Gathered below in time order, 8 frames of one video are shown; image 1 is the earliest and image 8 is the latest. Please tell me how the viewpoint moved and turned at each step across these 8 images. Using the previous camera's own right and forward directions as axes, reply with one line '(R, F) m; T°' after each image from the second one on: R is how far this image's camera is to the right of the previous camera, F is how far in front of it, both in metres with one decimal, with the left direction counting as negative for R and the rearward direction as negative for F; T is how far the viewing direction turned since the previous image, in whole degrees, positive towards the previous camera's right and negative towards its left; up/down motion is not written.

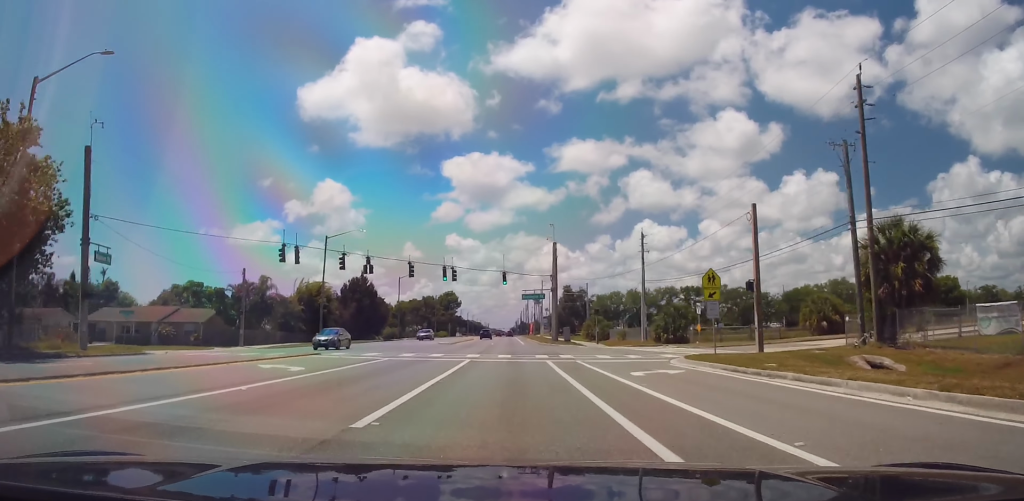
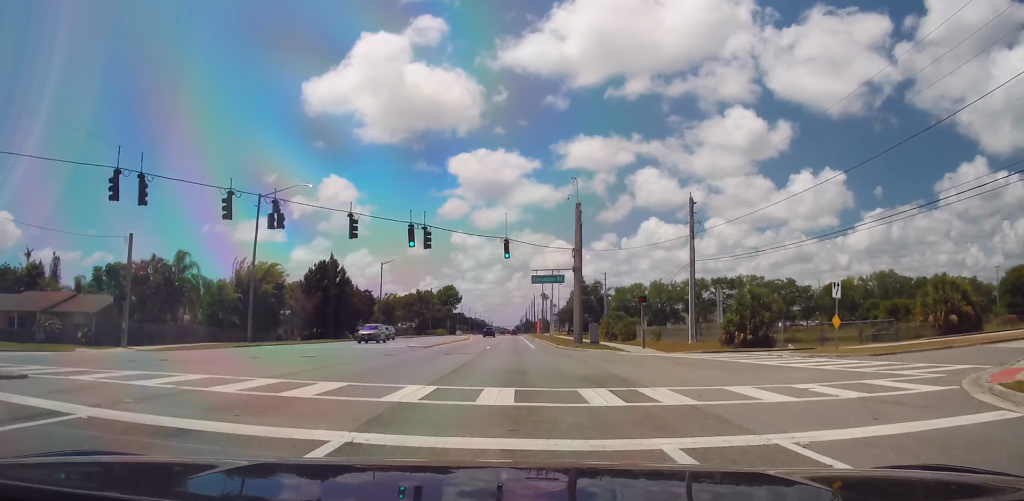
(0.0, +20.4) m; 0°
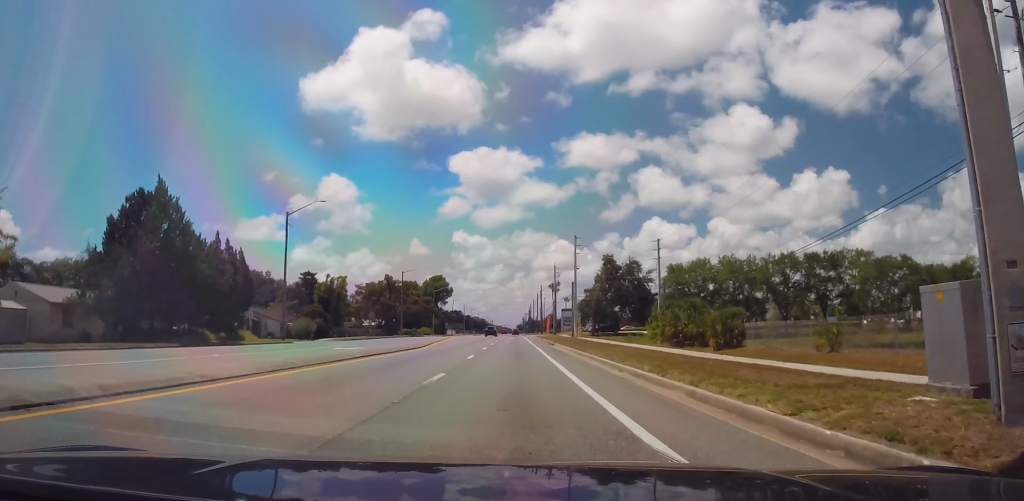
(0.0, +43.1) m; 0°
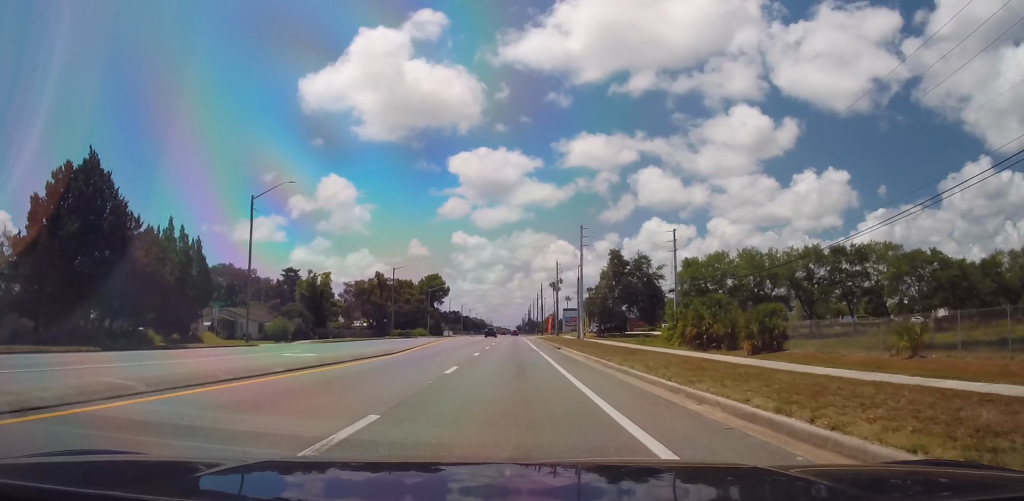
(0.0, +8.0) m; 0°
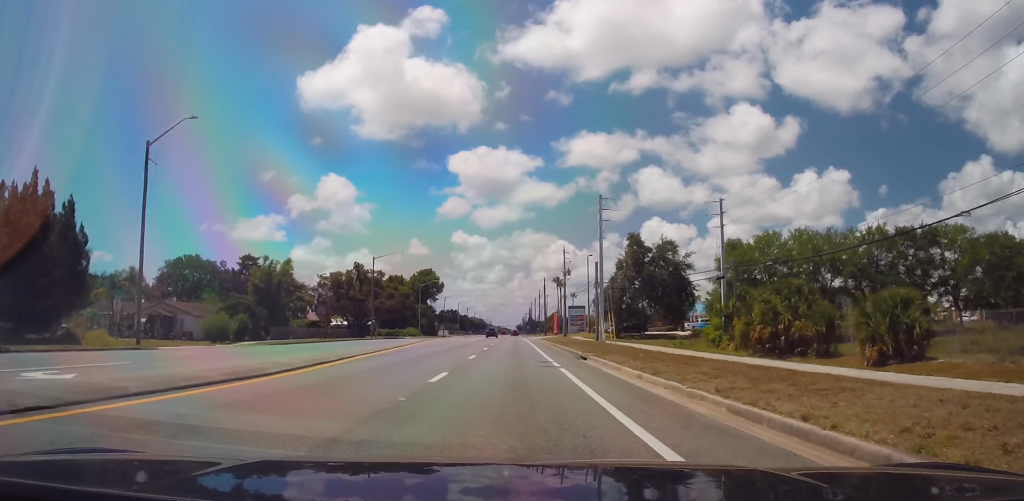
(0.0, +15.9) m; 0°
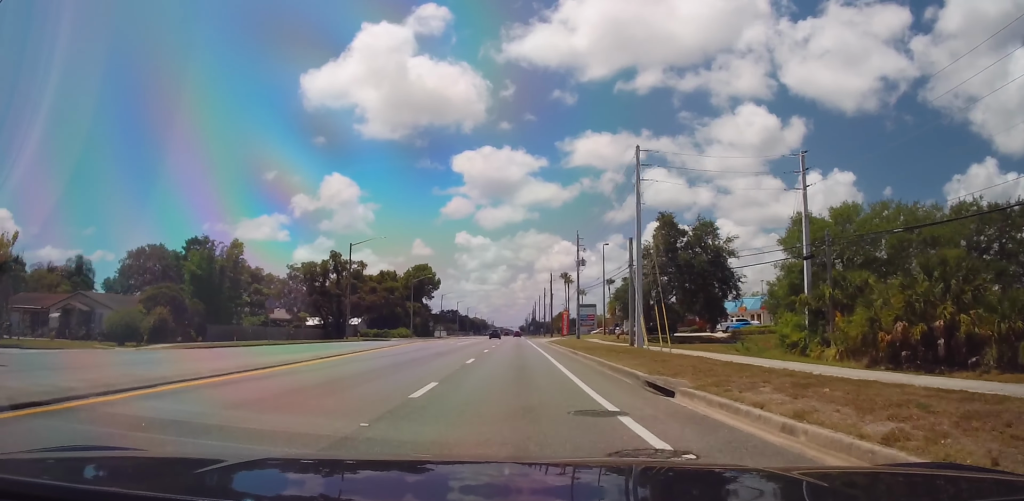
(0.0, +15.7) m; 0°
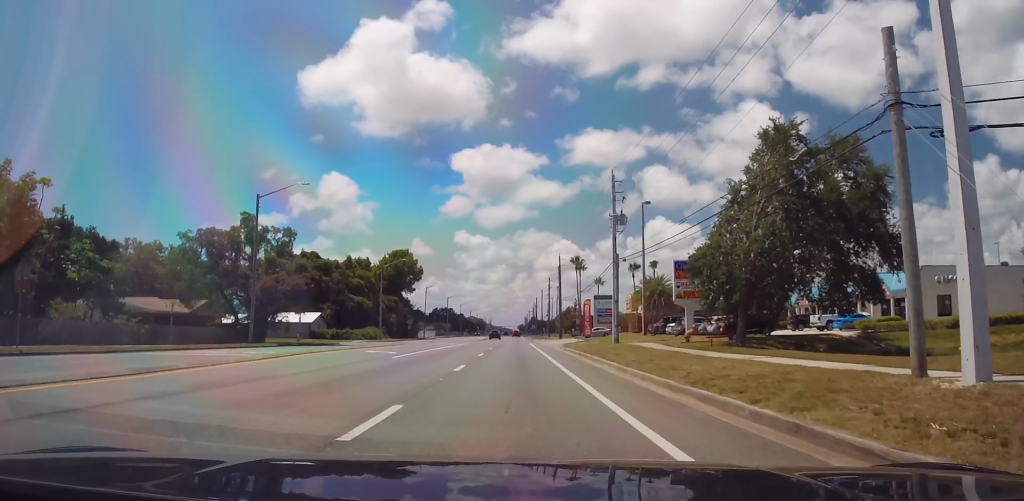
(0.0, +28.6) m; -1°
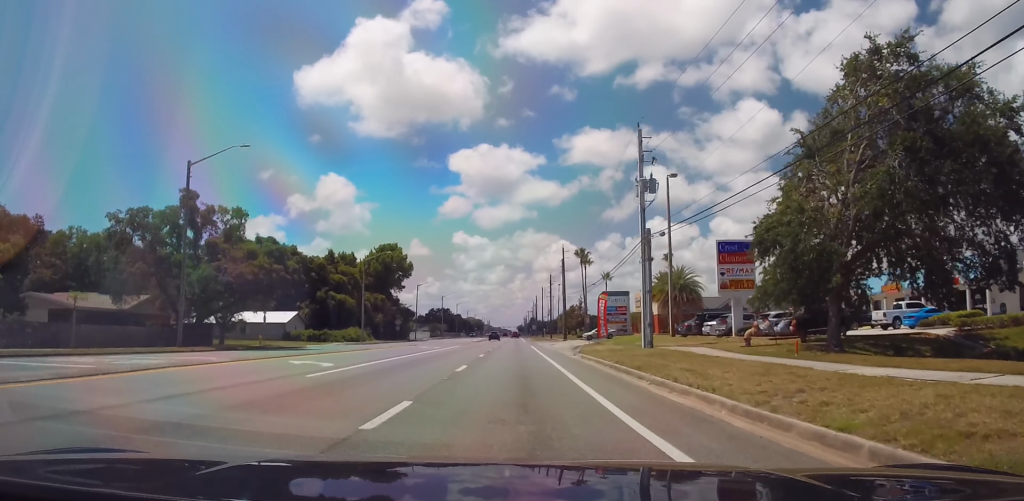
(-0.1, +11.0) m; 0°
